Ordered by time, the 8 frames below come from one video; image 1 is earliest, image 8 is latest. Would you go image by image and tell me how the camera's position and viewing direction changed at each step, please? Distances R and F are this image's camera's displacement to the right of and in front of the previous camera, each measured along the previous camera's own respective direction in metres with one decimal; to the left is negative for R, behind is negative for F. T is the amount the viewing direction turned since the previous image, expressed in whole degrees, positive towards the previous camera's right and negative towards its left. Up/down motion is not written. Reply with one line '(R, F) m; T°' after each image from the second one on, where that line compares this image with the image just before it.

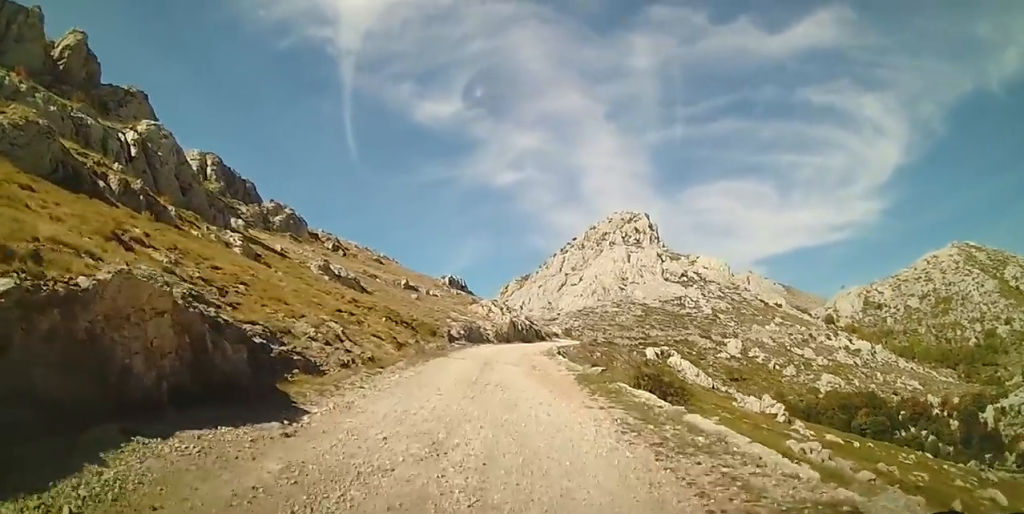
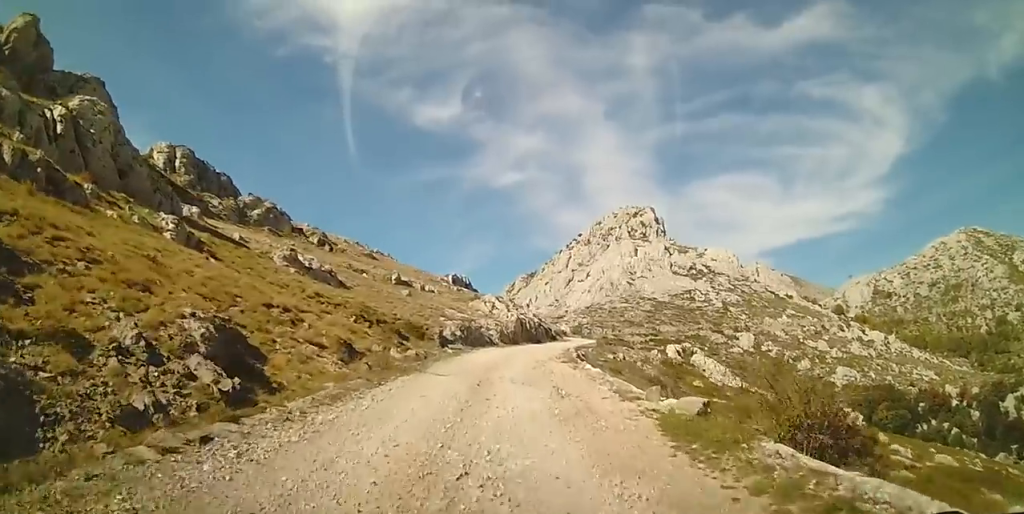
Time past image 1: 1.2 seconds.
(-0.2, +8.1) m; -3°
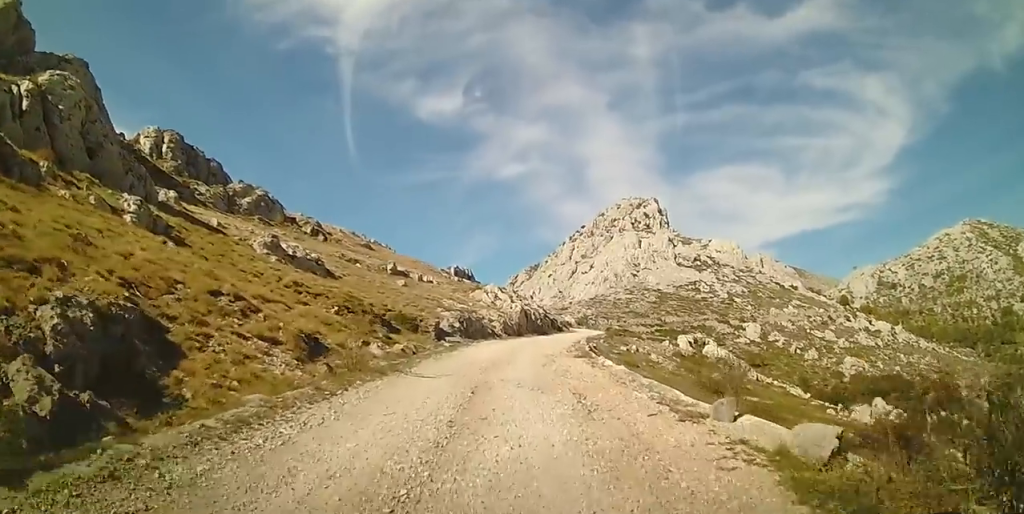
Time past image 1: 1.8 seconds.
(-0.1, +3.5) m; -1°
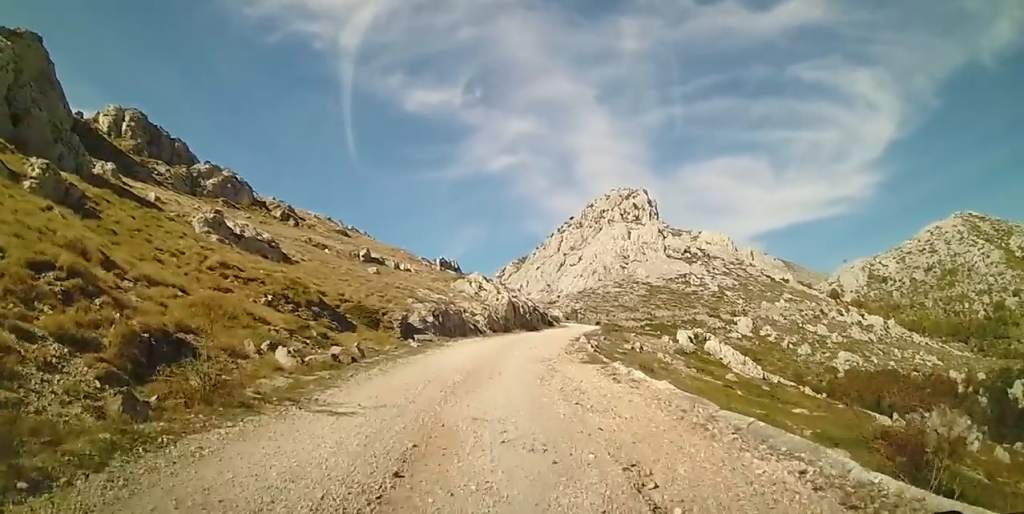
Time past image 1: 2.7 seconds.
(+0.2, +5.7) m; +2°
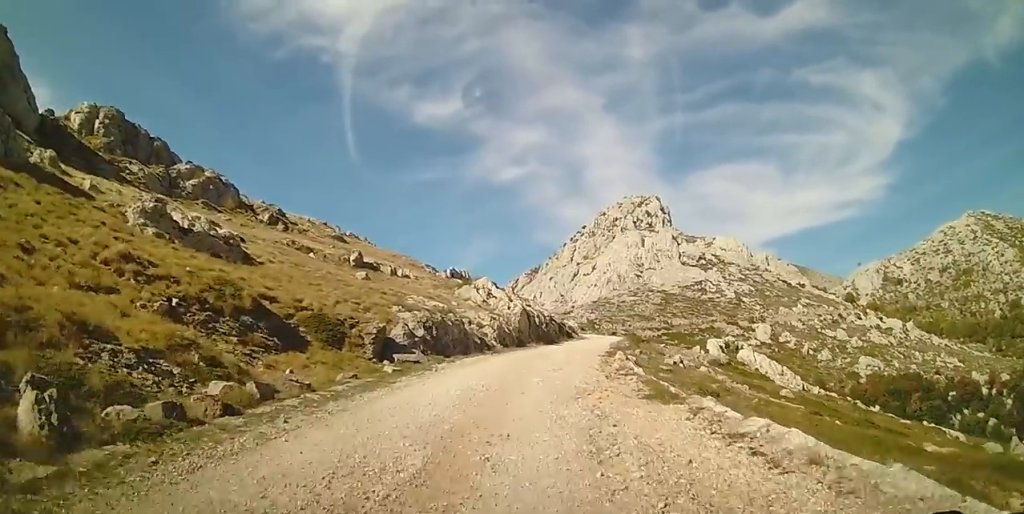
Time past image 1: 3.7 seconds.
(0.0, +6.5) m; 0°
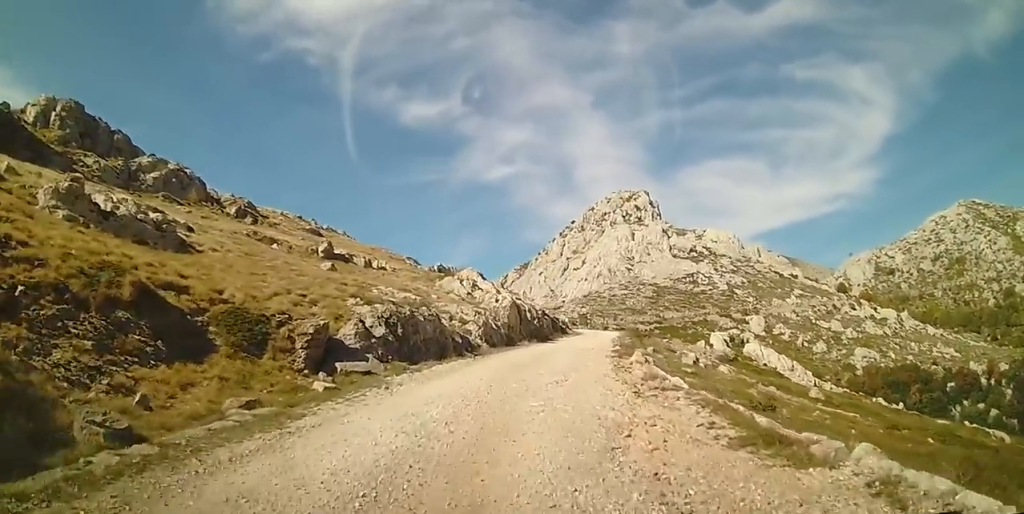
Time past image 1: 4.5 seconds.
(0.0, +4.8) m; +3°
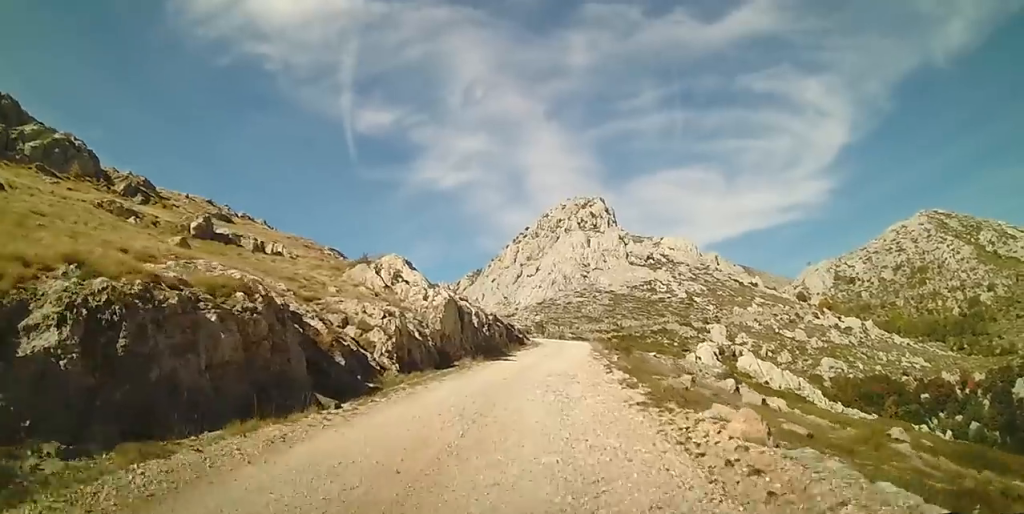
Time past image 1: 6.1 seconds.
(+0.6, +10.5) m; +3°
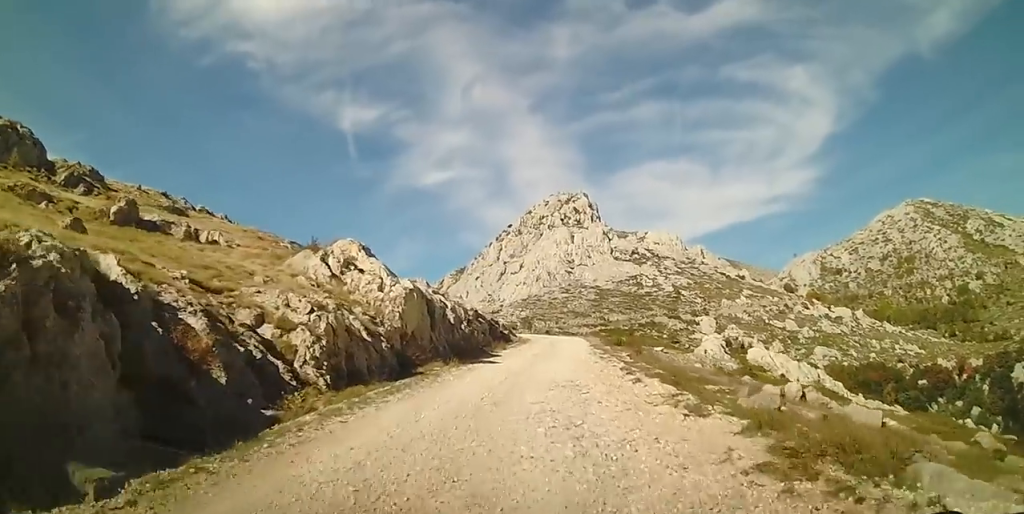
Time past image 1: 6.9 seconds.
(-0.1, +5.0) m; -1°
